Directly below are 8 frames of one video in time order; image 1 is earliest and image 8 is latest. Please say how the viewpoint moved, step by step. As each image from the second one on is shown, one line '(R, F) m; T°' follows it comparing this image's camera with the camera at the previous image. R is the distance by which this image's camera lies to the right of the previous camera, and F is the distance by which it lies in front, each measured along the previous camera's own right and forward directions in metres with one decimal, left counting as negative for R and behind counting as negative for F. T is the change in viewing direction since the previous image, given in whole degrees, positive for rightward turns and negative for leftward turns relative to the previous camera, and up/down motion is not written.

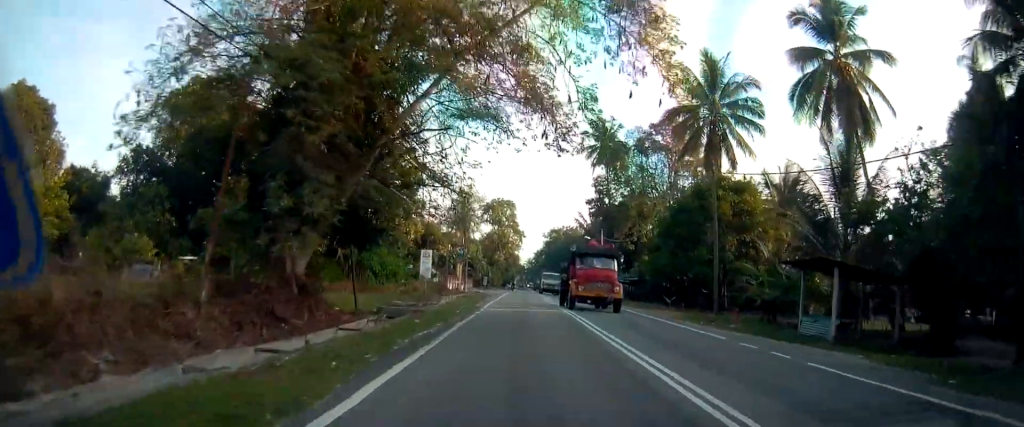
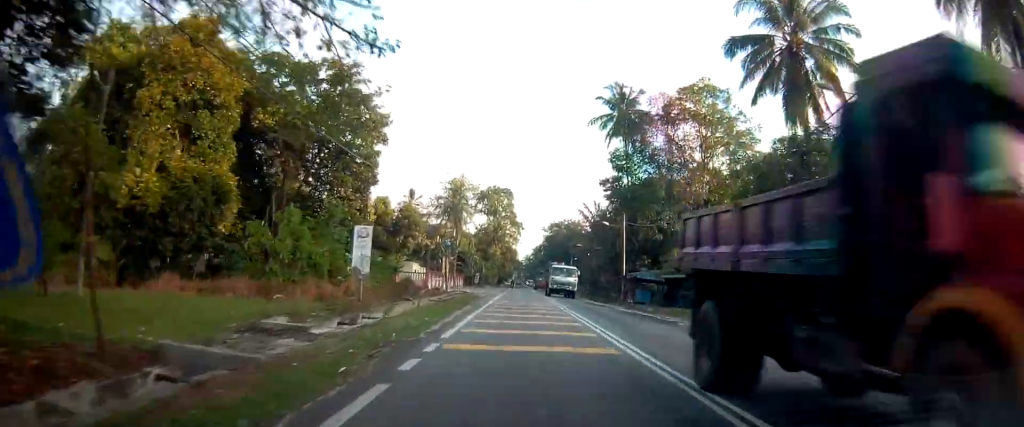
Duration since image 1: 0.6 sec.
(0.0, +13.7) m; 0°
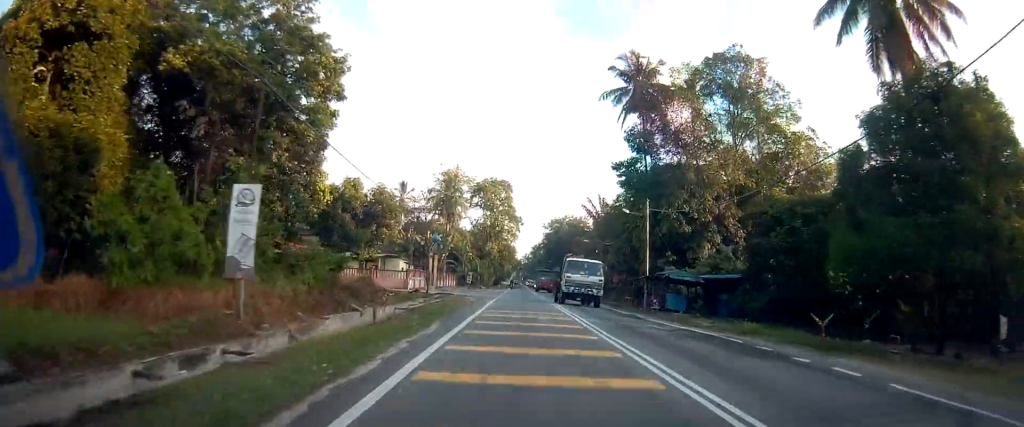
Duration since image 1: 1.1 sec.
(0.0, +9.0) m; 0°
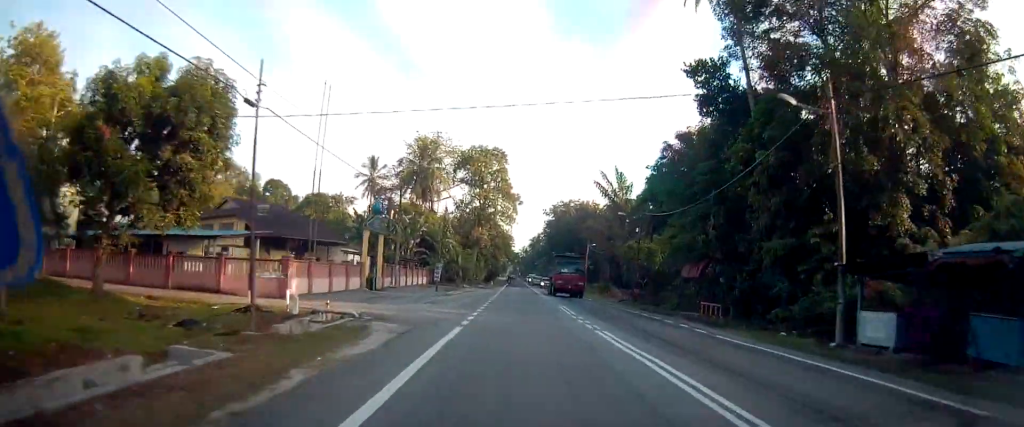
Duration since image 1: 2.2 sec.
(0.0, +24.7) m; 0°
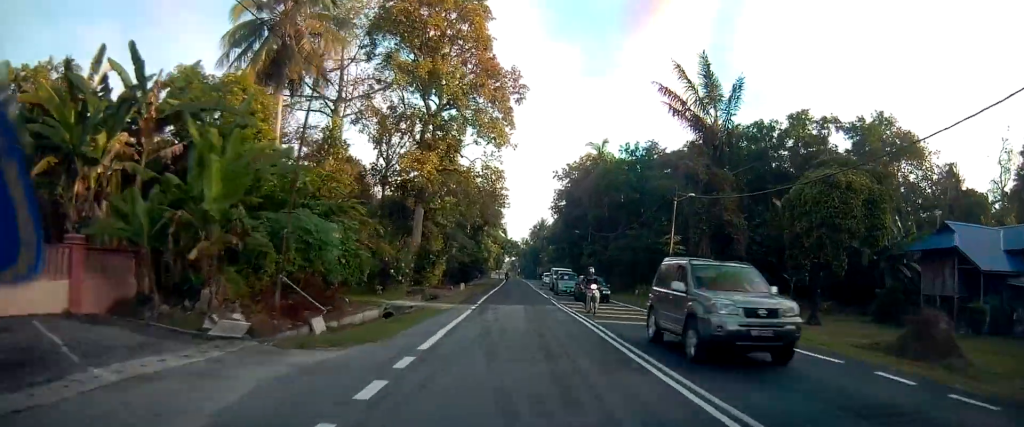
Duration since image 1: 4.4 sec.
(+0.2, +48.9) m; 0°
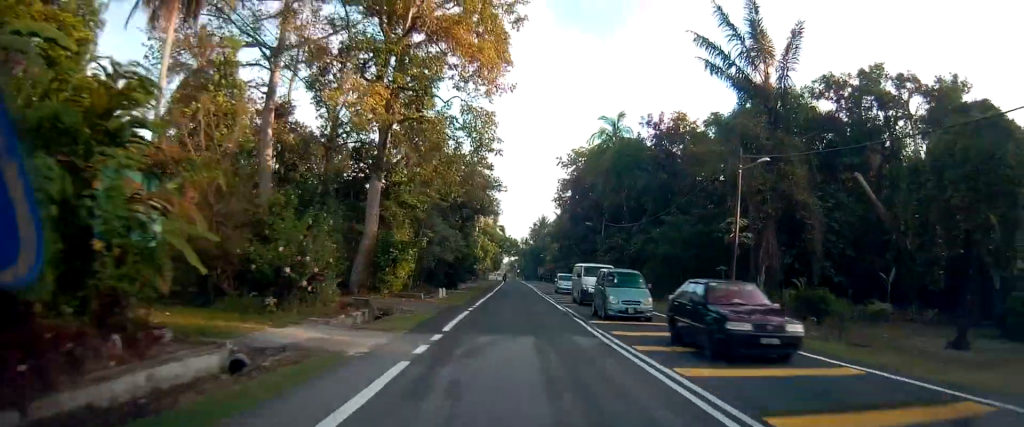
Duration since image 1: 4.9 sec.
(0.0, +11.9) m; 0°
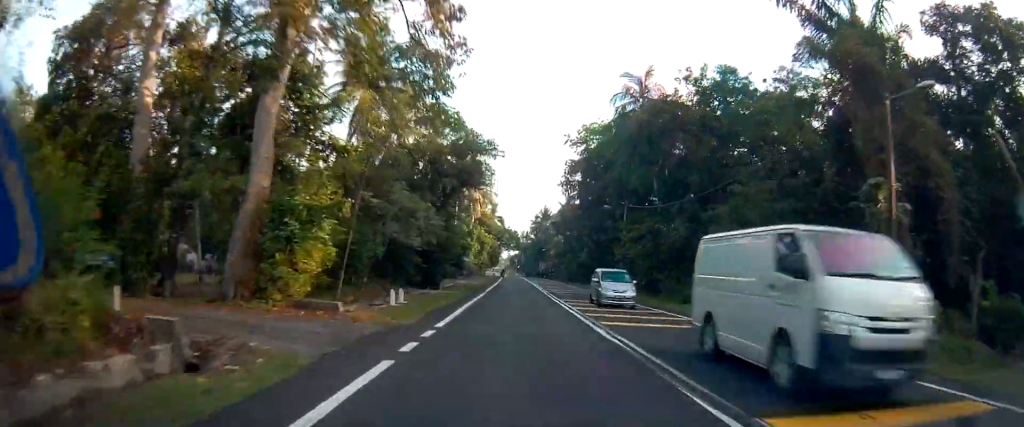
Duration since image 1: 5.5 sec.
(0.0, +12.2) m; 0°
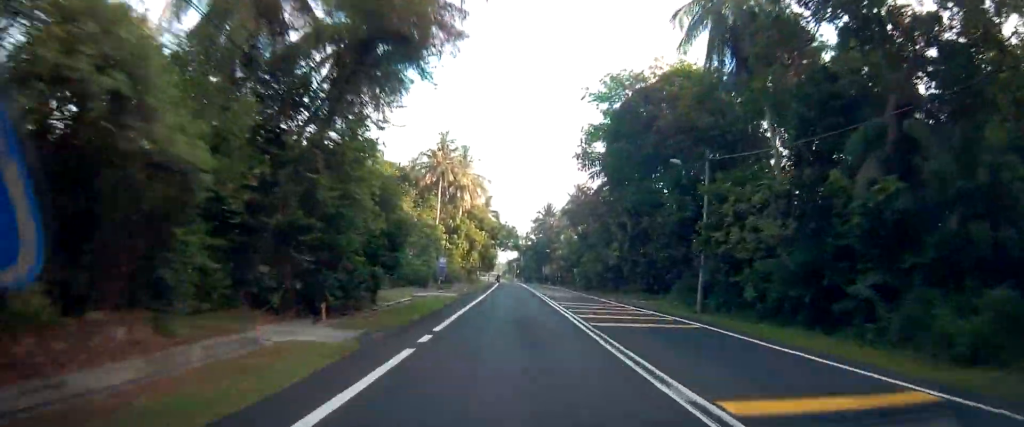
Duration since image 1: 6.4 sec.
(0.0, +21.1) m; 0°
